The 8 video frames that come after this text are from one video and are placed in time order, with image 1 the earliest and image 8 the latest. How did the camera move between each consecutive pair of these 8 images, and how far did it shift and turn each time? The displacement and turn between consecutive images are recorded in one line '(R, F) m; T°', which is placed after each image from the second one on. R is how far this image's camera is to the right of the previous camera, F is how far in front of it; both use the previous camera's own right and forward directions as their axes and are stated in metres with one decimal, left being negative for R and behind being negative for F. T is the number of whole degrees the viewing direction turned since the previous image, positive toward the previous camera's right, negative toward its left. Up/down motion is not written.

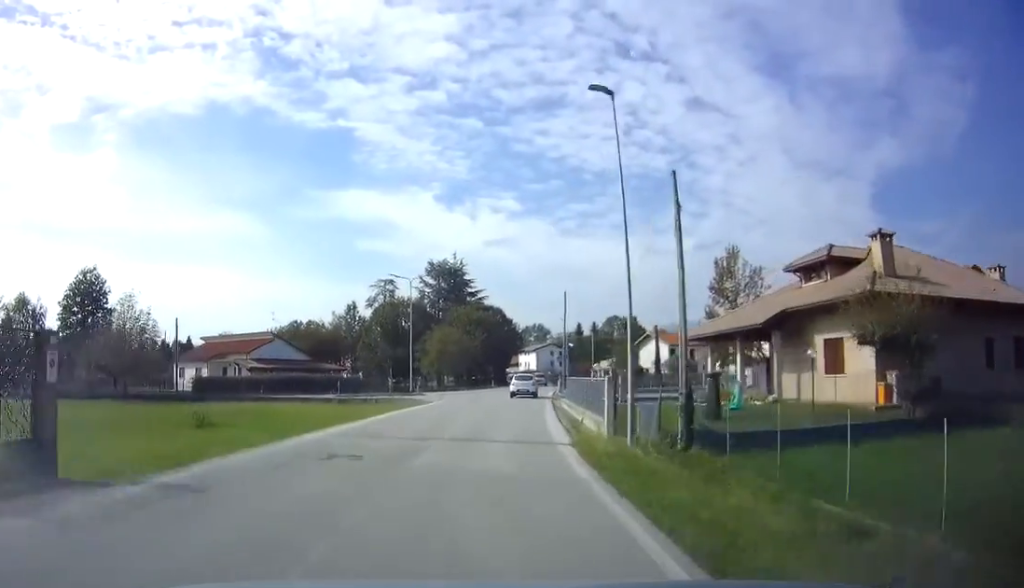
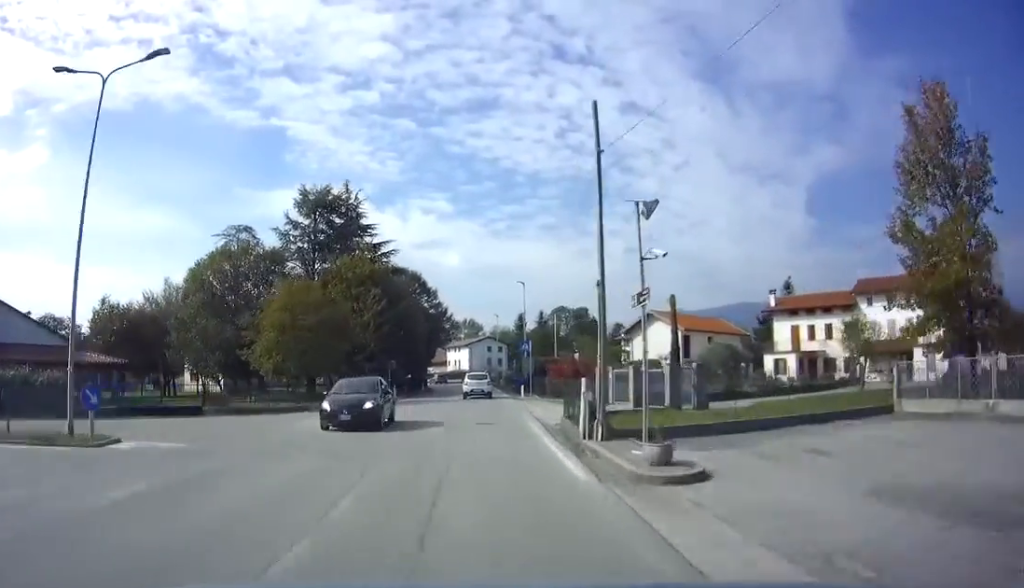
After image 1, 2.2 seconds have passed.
(+1.7, +33.7) m; +4°
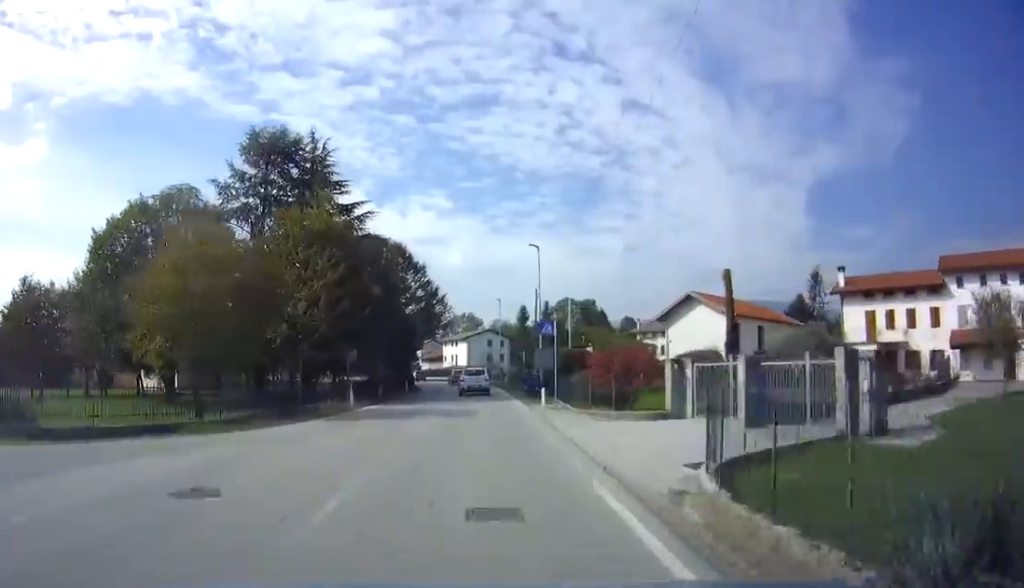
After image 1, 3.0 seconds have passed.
(+0.1, +11.9) m; +1°
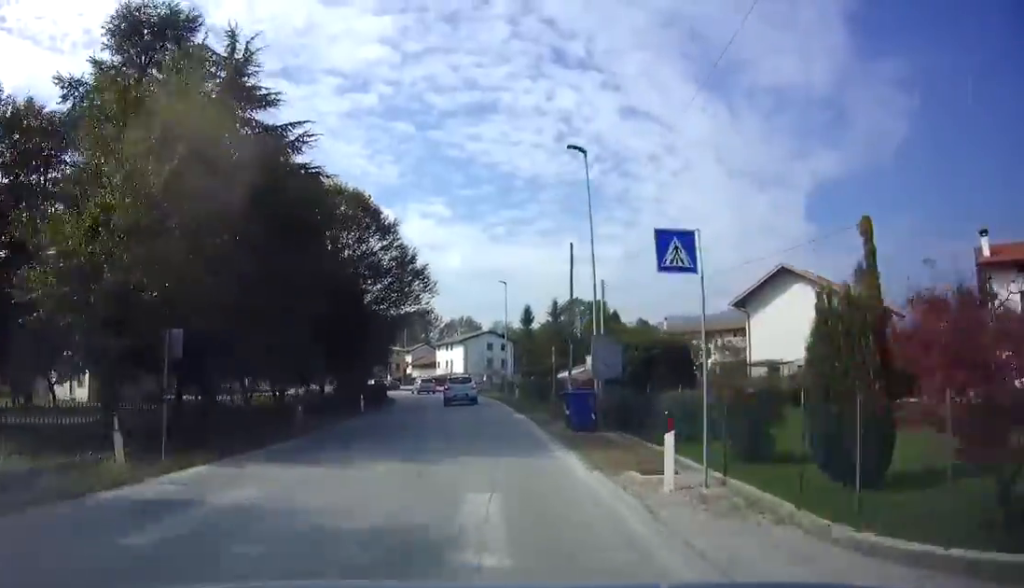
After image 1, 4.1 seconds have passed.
(+0.2, +16.0) m; +1°
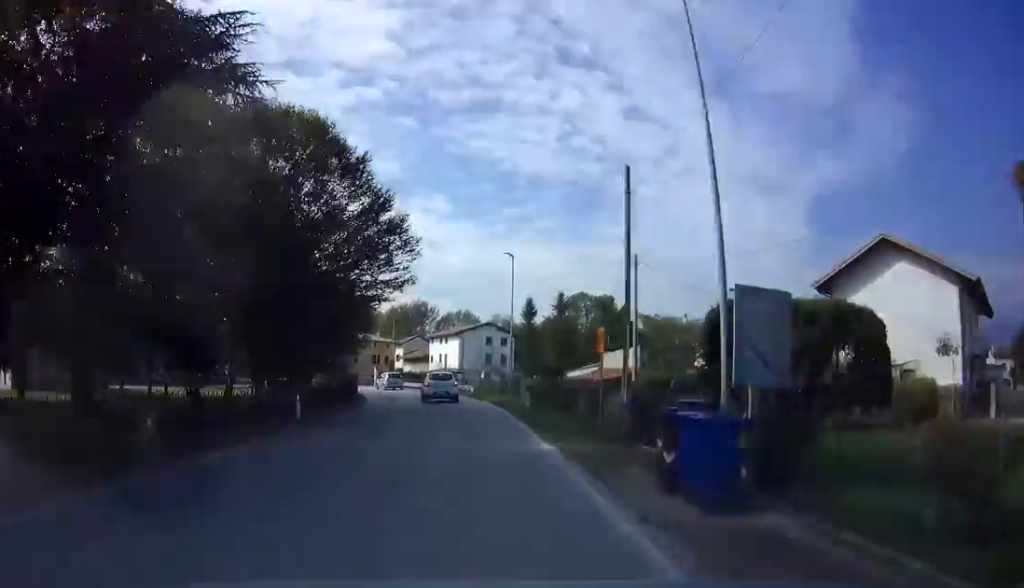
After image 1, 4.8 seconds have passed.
(0.0, +9.4) m; -1°
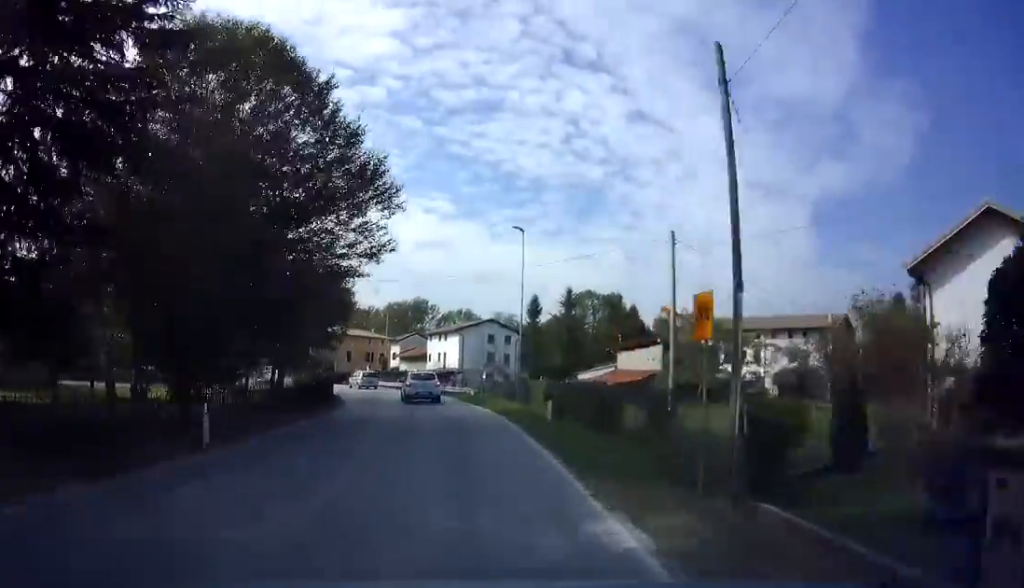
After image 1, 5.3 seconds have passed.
(0.0, +6.9) m; -1°
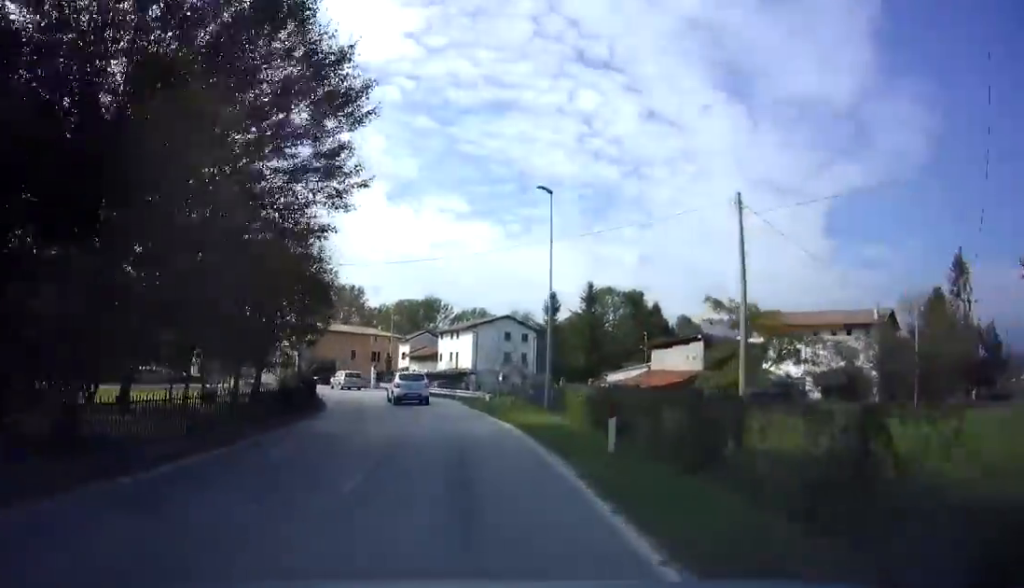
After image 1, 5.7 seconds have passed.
(0.0, +6.3) m; -1°
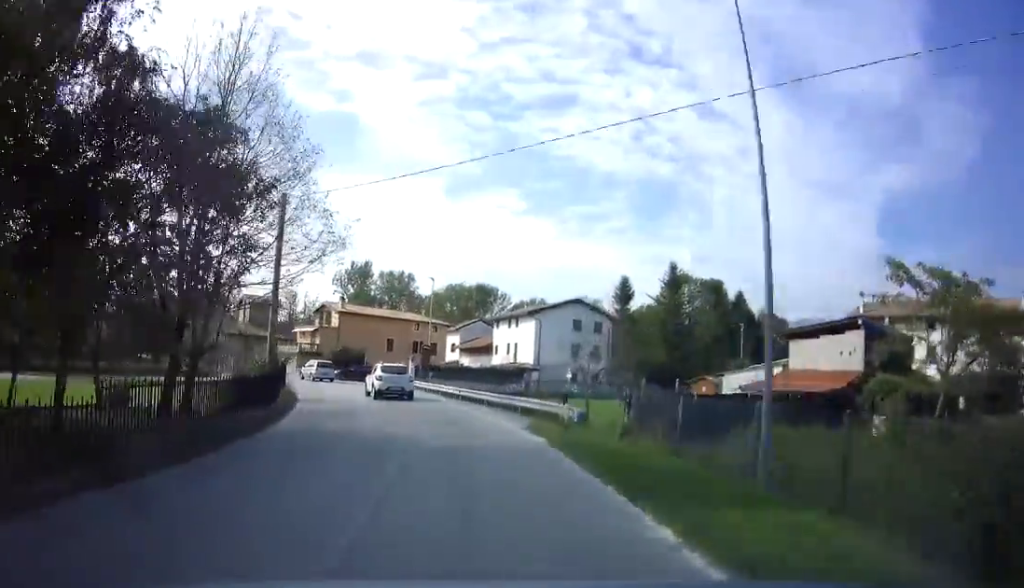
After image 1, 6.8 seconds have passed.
(-0.3, +13.9) m; -5°
